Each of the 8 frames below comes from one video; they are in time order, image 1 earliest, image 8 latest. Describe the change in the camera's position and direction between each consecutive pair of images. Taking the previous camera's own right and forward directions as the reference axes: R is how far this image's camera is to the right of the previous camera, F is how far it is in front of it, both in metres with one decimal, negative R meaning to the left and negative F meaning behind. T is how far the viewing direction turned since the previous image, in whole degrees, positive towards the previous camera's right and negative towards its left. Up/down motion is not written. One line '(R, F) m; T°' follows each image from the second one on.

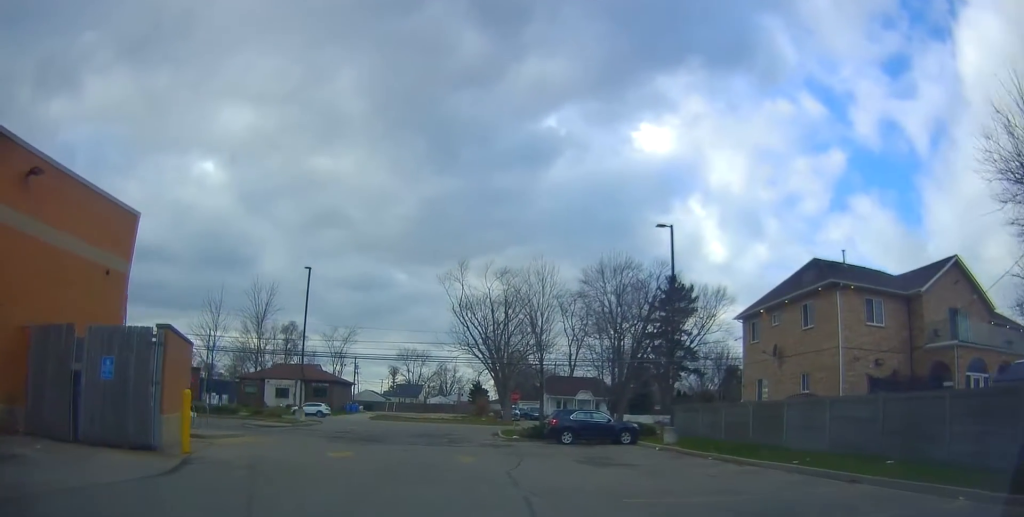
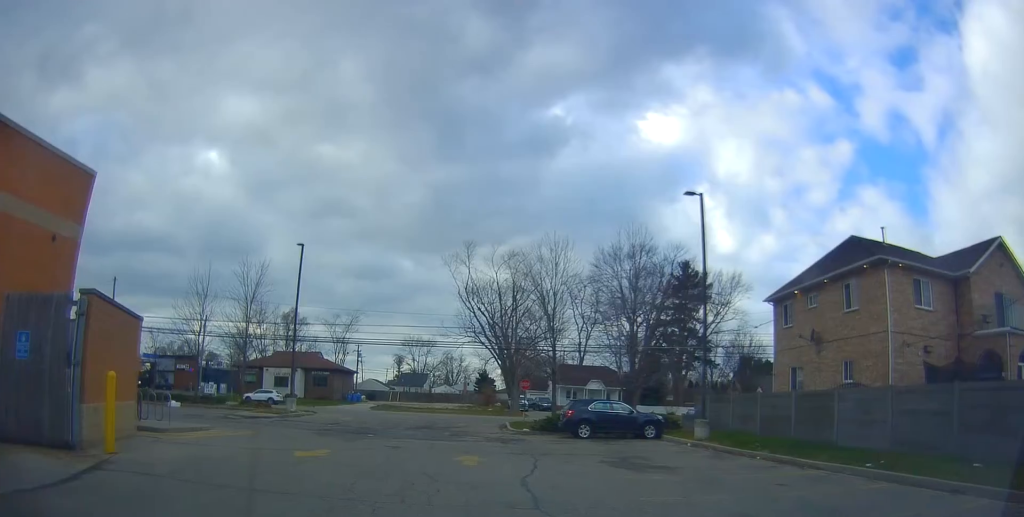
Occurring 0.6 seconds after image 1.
(0.0, +3.2) m; 0°
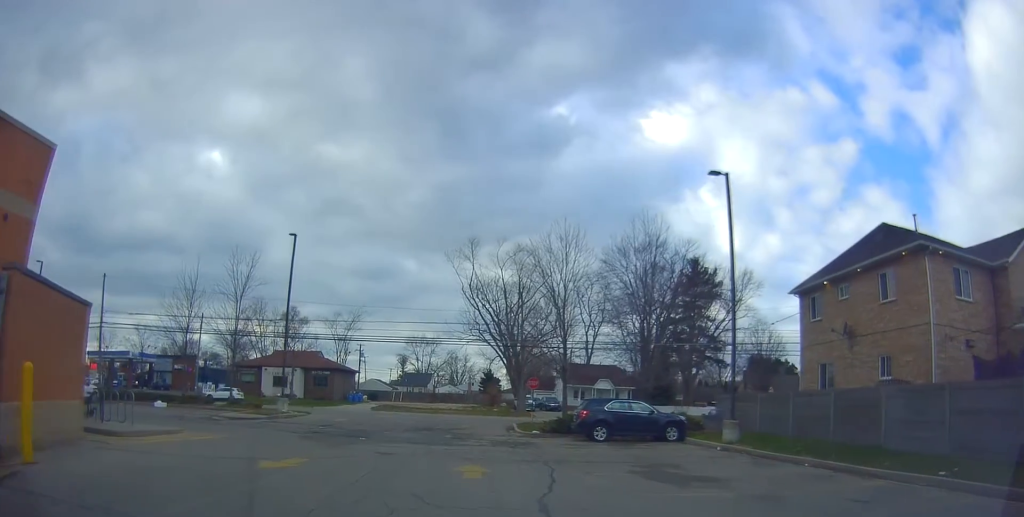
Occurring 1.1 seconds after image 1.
(0.0, +2.4) m; 0°
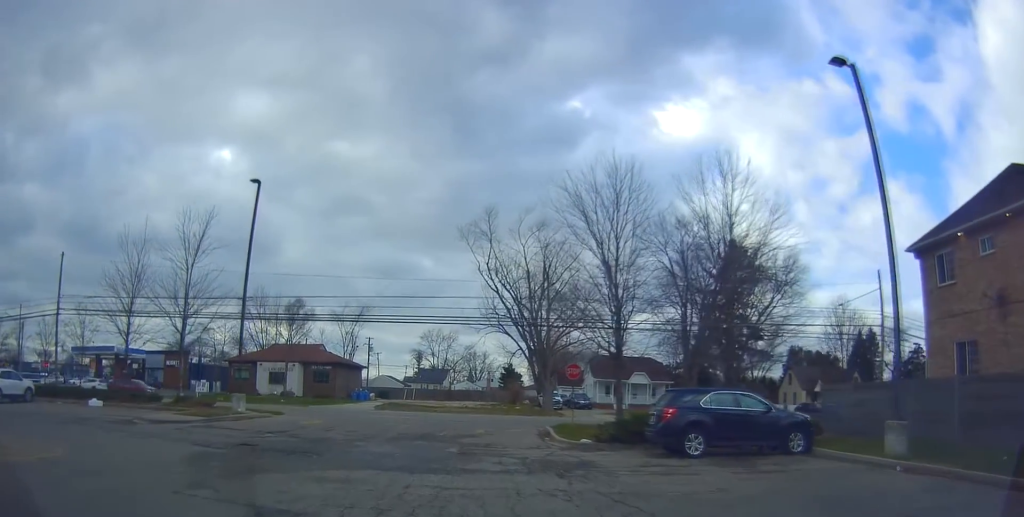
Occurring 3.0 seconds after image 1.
(-0.8, +8.1) m; -12°
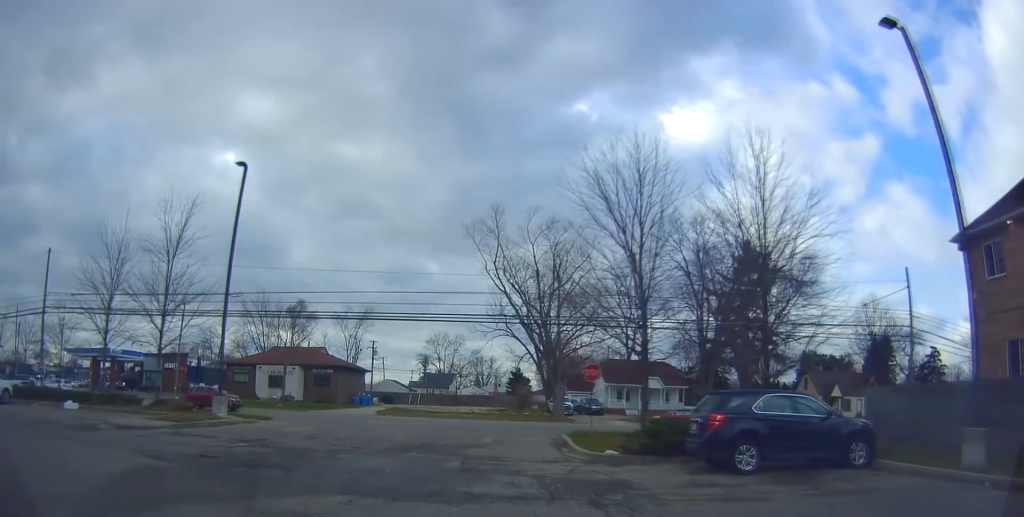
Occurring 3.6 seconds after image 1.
(-0.1, +2.6) m; -1°
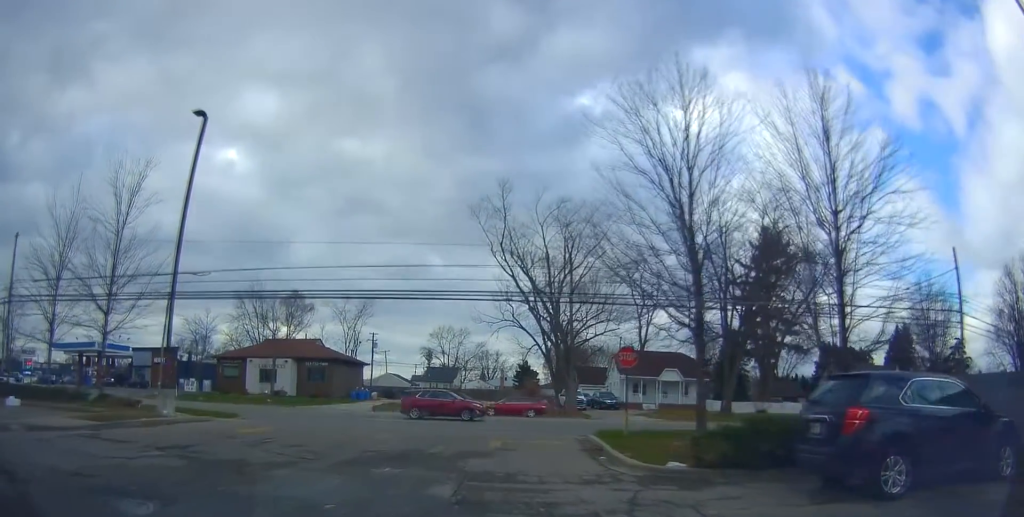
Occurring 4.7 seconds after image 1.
(+0.1, +4.9) m; +4°
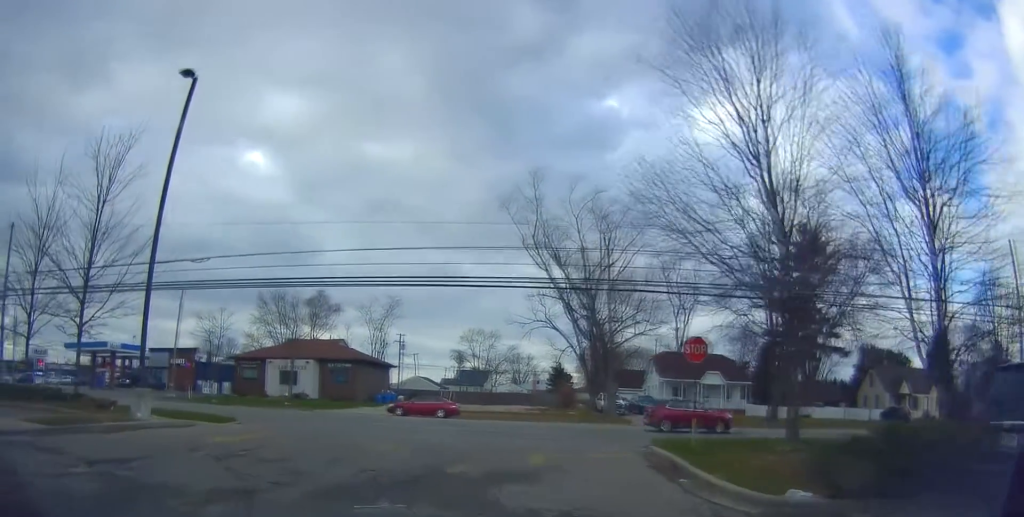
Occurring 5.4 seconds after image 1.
(0.0, +3.3) m; +4°
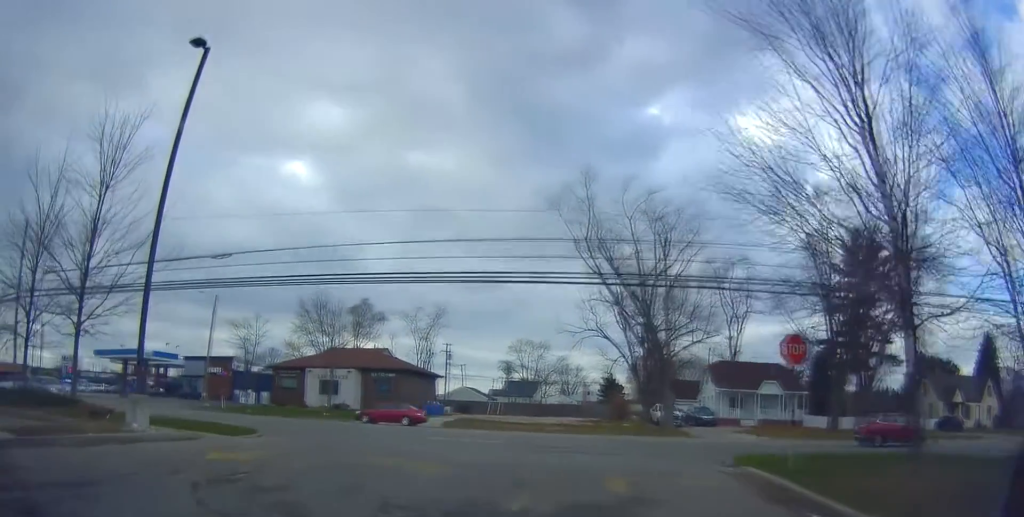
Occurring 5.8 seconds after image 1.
(+0.2, +2.6) m; -3°
